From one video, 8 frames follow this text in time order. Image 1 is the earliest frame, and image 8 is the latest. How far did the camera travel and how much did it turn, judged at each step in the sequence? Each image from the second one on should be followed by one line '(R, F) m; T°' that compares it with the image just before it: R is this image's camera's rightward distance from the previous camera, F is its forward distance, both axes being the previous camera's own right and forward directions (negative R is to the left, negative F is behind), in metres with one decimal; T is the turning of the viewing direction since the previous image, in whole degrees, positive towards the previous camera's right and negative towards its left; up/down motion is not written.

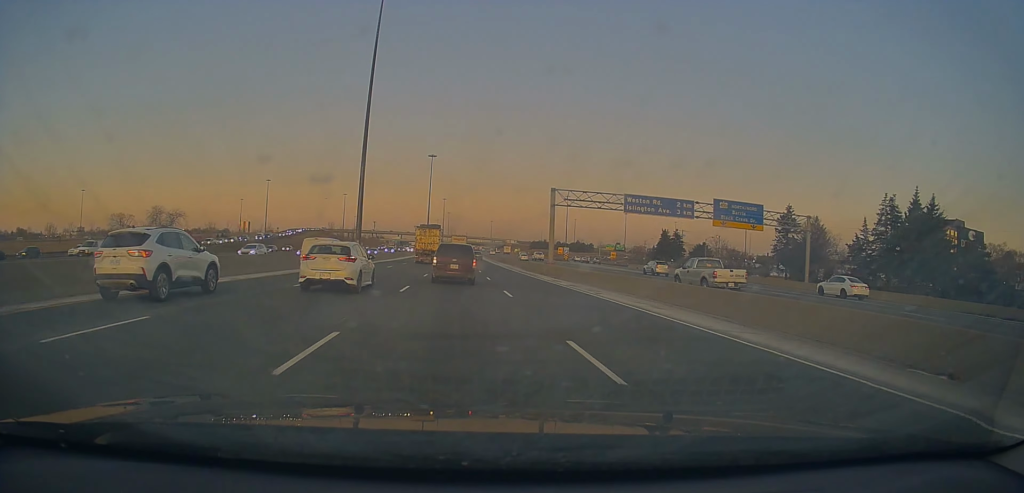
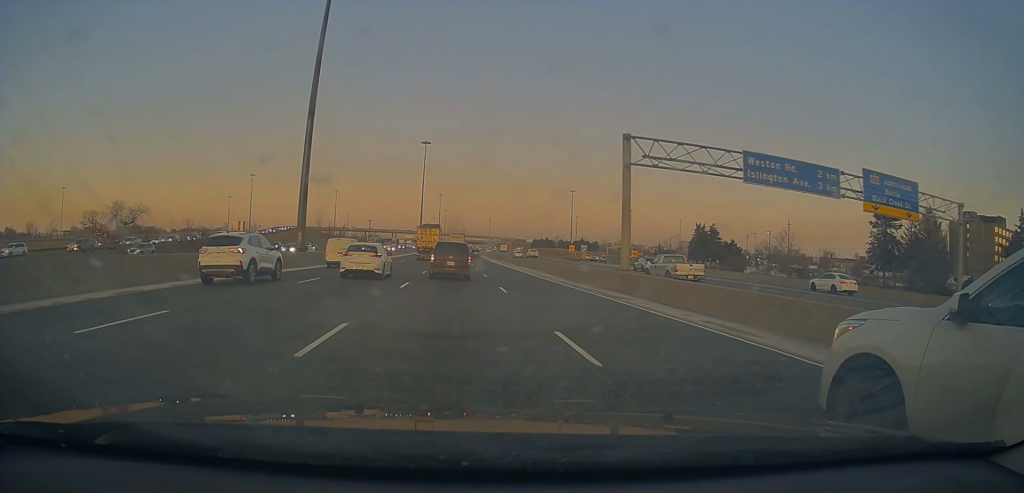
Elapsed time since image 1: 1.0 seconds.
(+0.1, +23.4) m; 0°
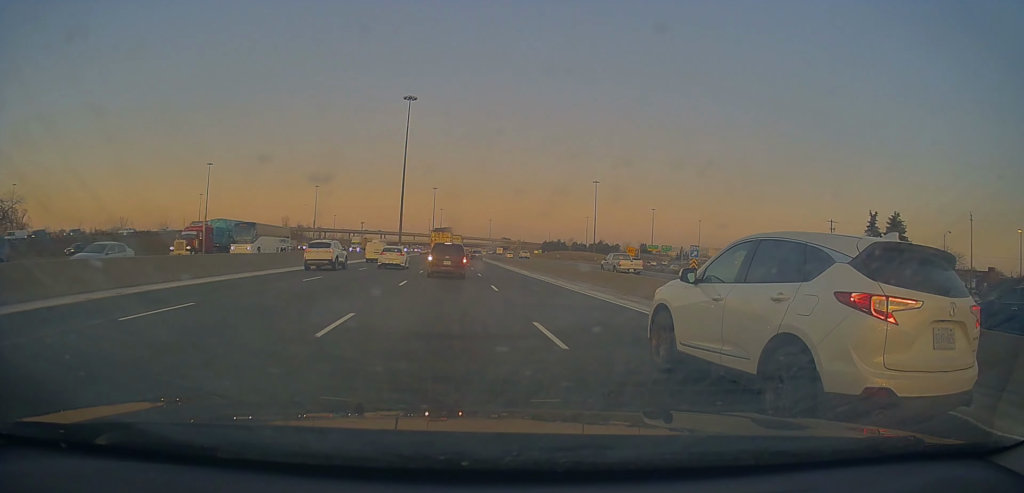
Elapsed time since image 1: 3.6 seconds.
(-0.6, +58.6) m; 0°
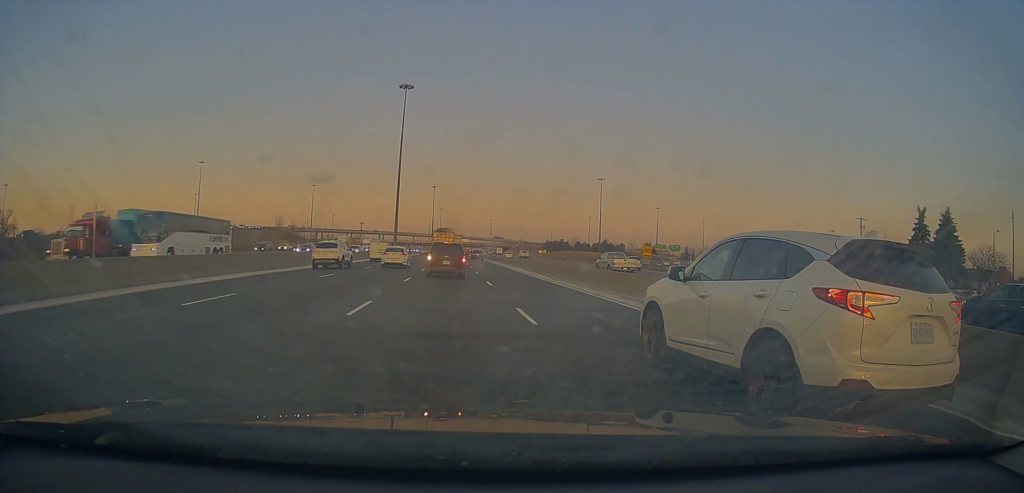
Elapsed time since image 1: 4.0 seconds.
(-0.3, +9.5) m; +1°
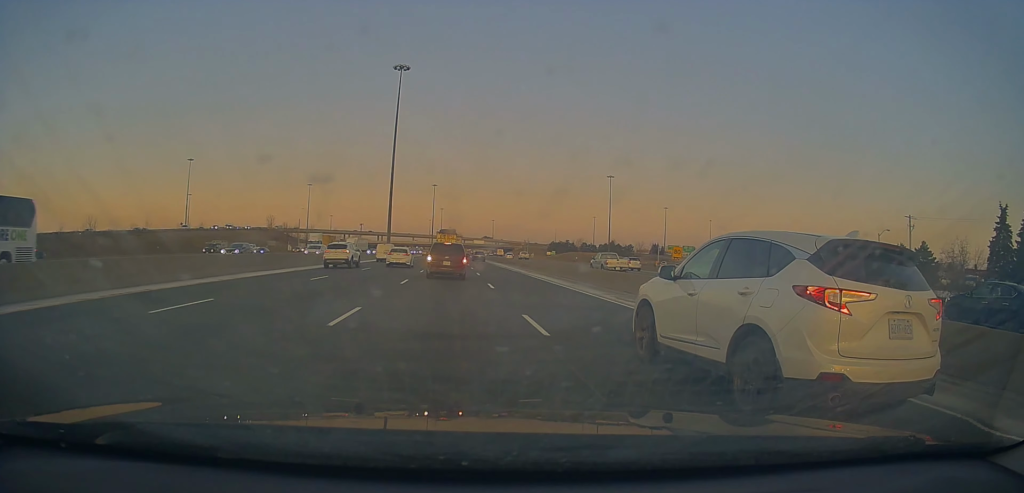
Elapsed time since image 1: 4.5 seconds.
(+0.4, +13.6) m; 0°
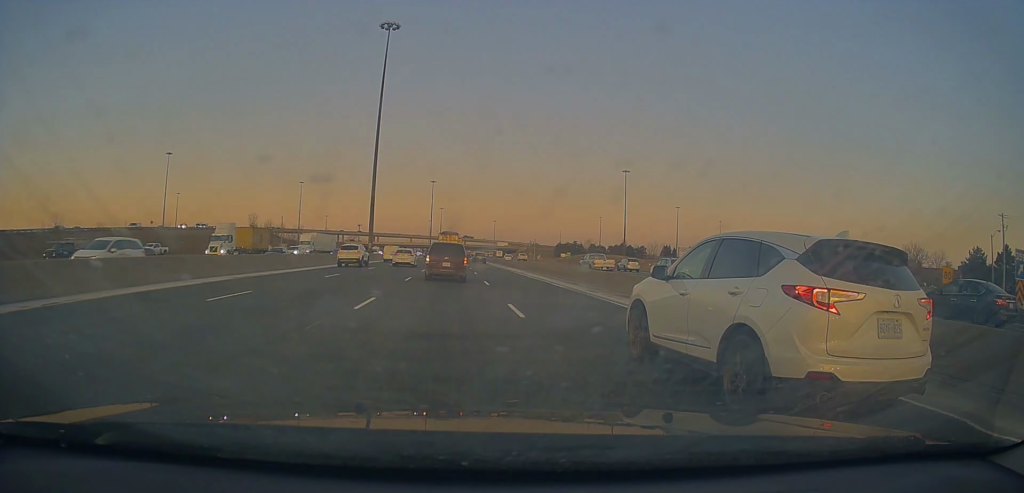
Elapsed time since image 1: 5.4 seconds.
(+0.1, +21.7) m; -1°
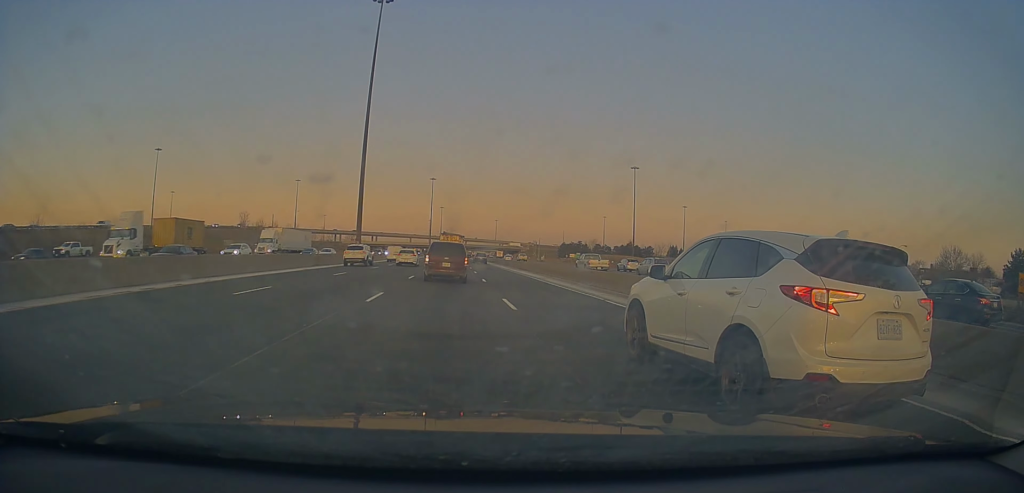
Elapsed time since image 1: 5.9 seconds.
(-0.3, +10.5) m; -1°
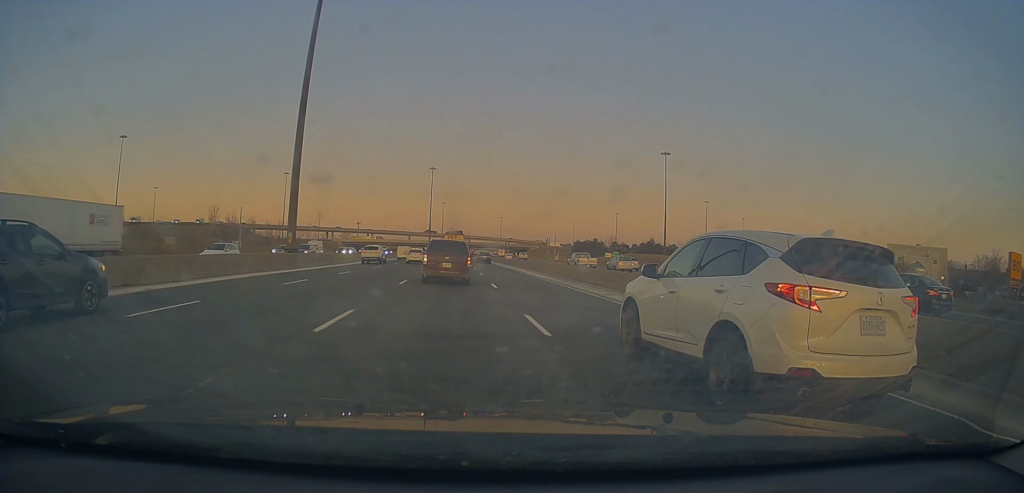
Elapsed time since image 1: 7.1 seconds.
(+0.2, +29.8) m; 0°
